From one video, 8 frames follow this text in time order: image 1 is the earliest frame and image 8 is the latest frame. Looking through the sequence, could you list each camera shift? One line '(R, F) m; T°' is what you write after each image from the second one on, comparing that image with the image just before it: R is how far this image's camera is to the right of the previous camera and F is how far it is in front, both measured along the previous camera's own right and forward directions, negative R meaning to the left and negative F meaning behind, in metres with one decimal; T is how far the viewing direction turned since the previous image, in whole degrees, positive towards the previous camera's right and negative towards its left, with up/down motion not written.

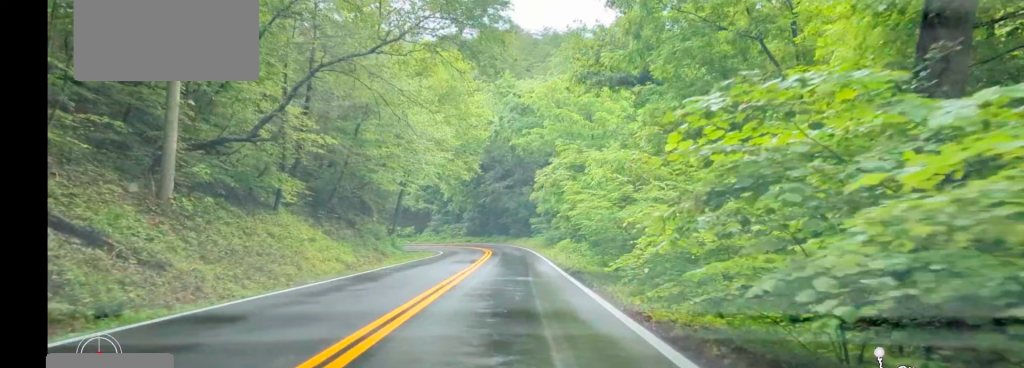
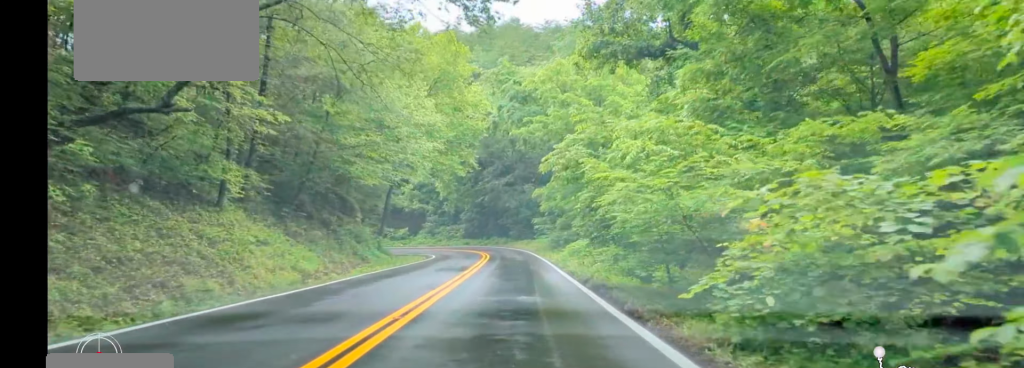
(-0.2, +5.8) m; 0°
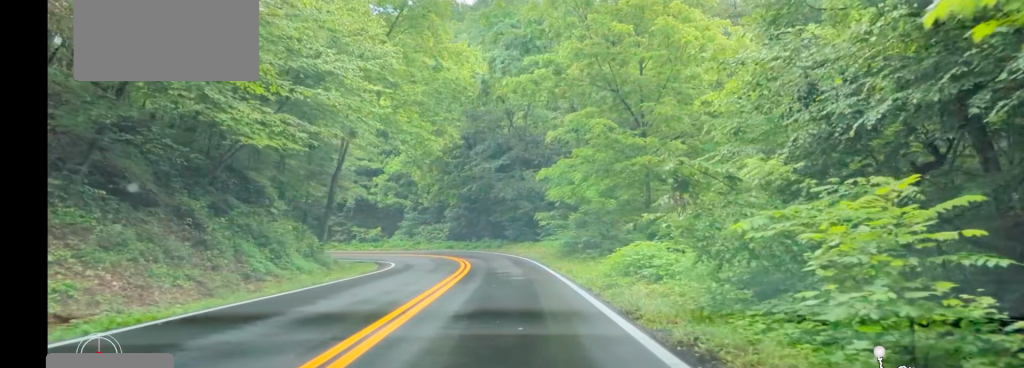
(+0.3, +15.8) m; 0°
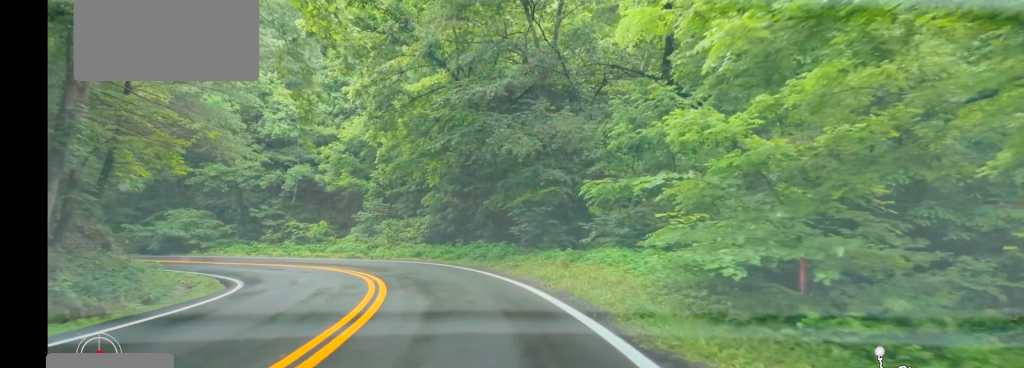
(-0.8, +23.7) m; -4°
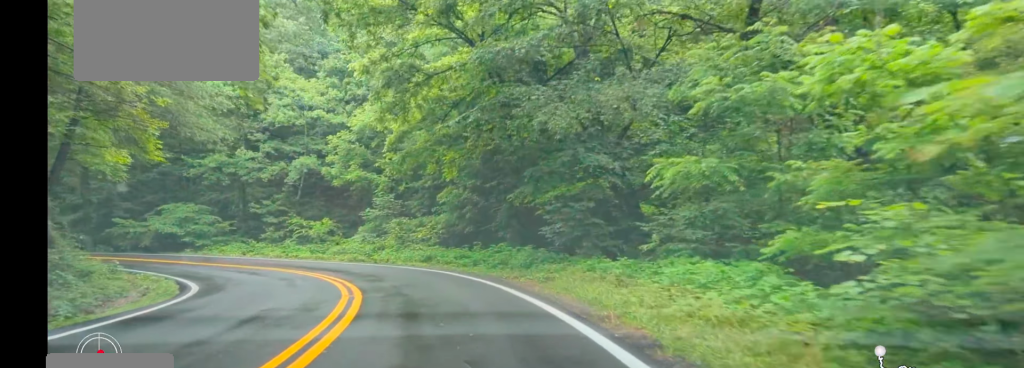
(0.0, +5.1) m; -3°
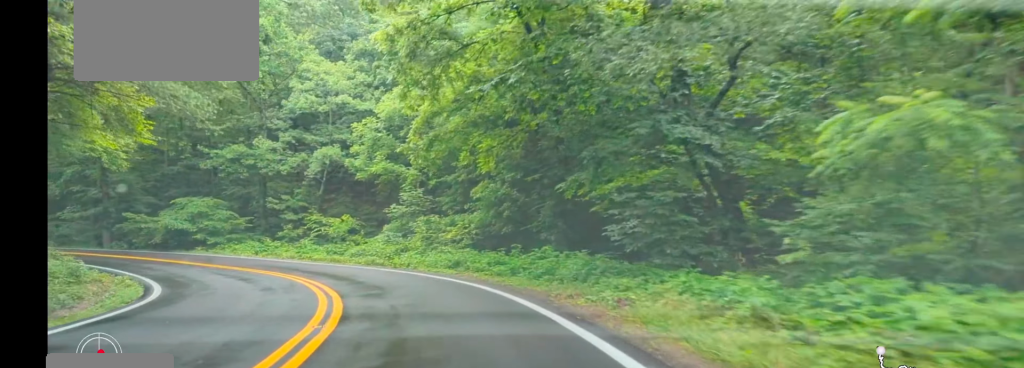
(0.0, +5.3) m; -6°
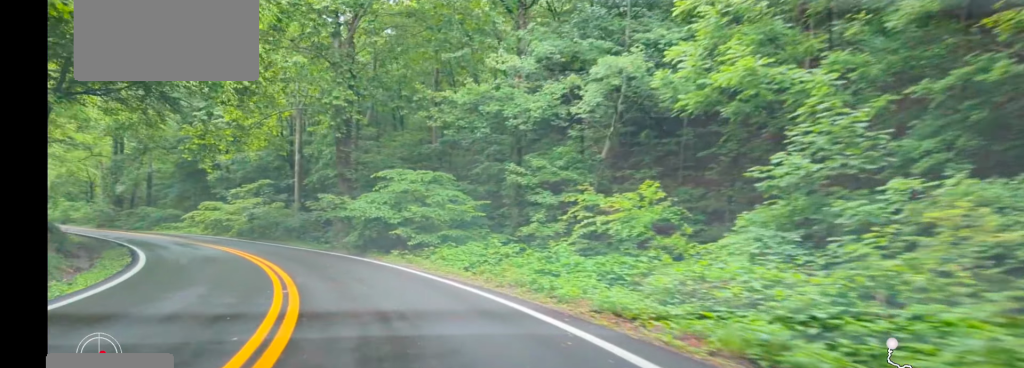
(-5.0, +20.6) m; -20°
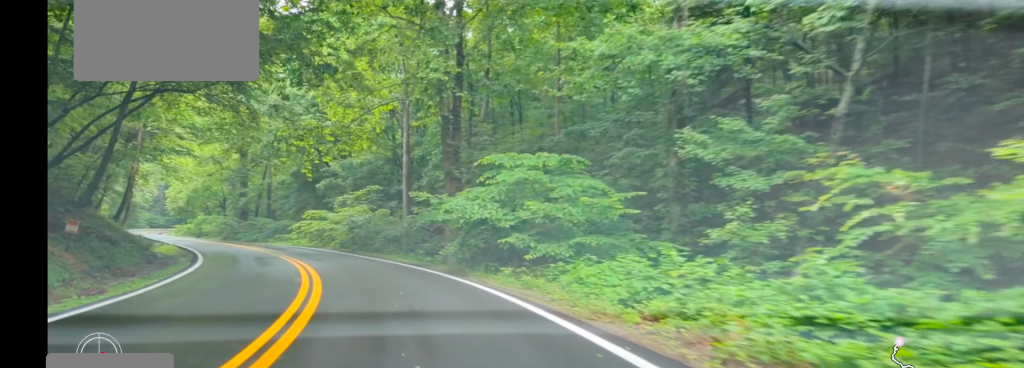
(-0.1, +7.8) m; -6°
